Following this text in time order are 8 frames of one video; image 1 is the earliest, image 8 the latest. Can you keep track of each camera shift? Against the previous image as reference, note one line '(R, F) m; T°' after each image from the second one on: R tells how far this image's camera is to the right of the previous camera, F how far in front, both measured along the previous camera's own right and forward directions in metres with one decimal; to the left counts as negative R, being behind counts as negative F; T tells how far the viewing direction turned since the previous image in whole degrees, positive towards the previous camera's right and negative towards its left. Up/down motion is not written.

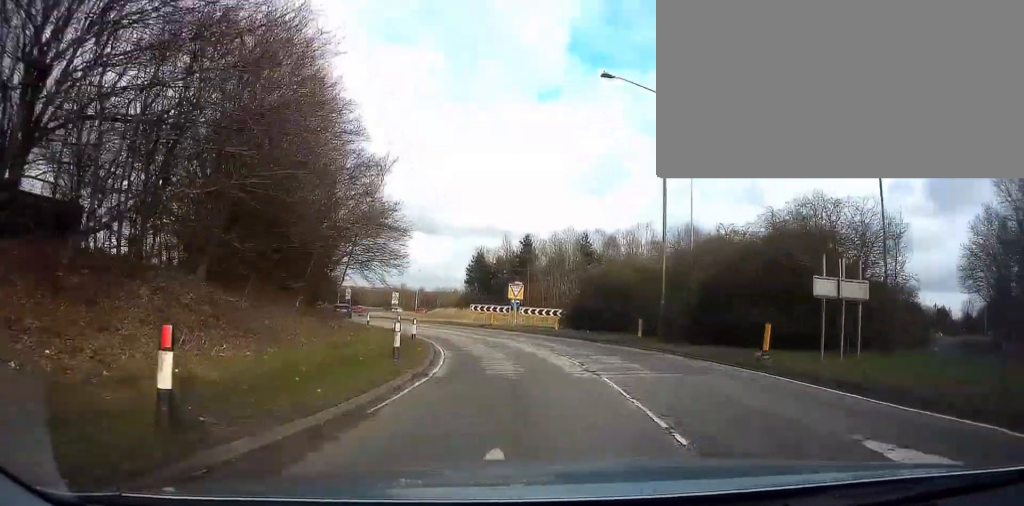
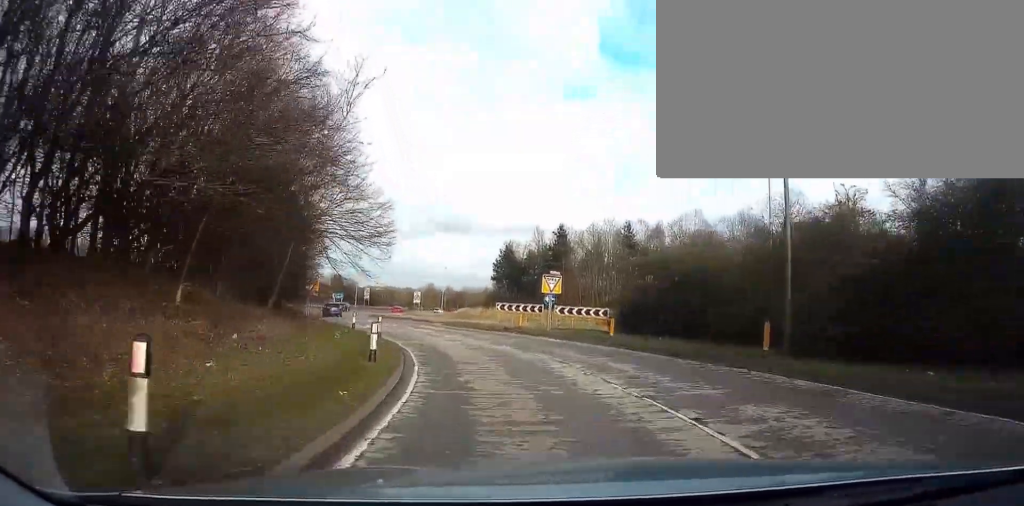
(-0.3, +10.0) m; -2°
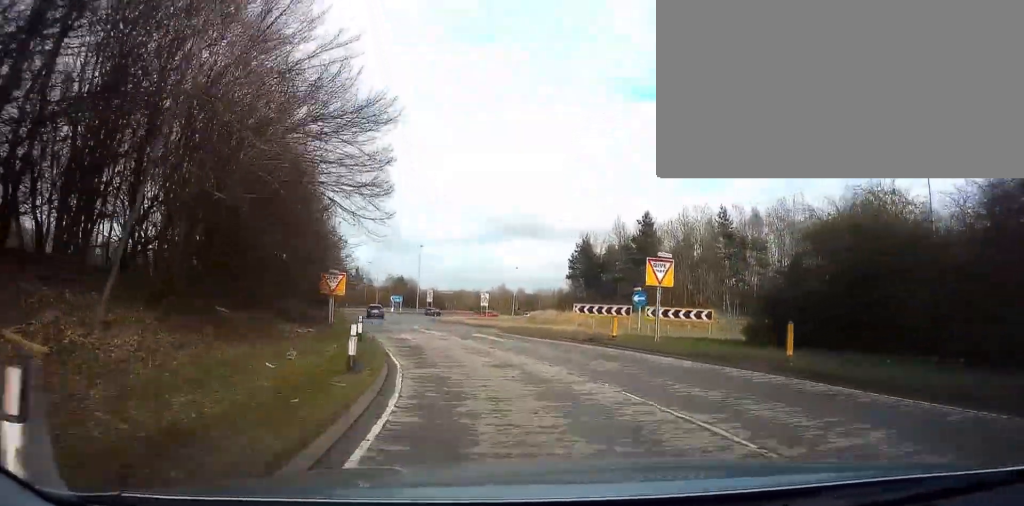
(0.0, +10.3) m; -4°
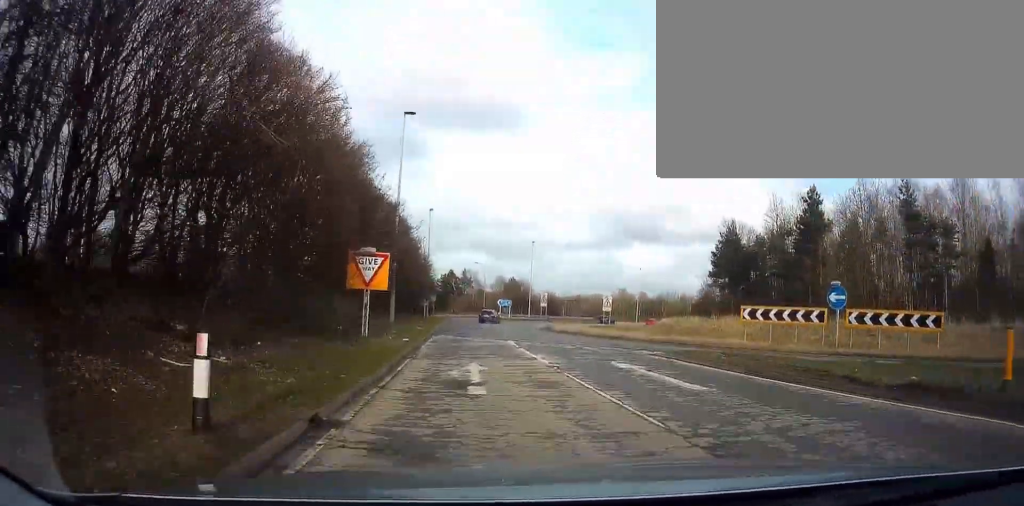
(-1.2, +14.8) m; -6°
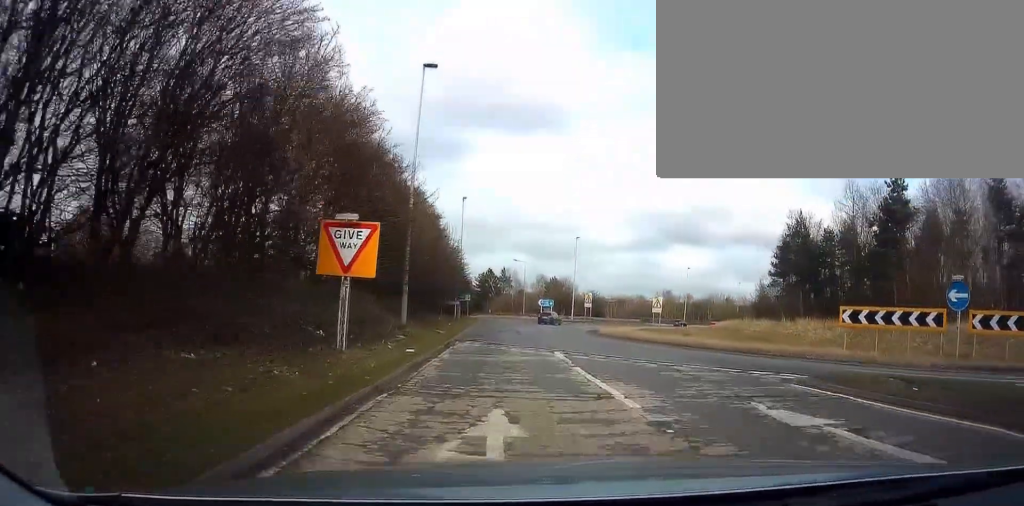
(0.0, +7.3) m; -2°
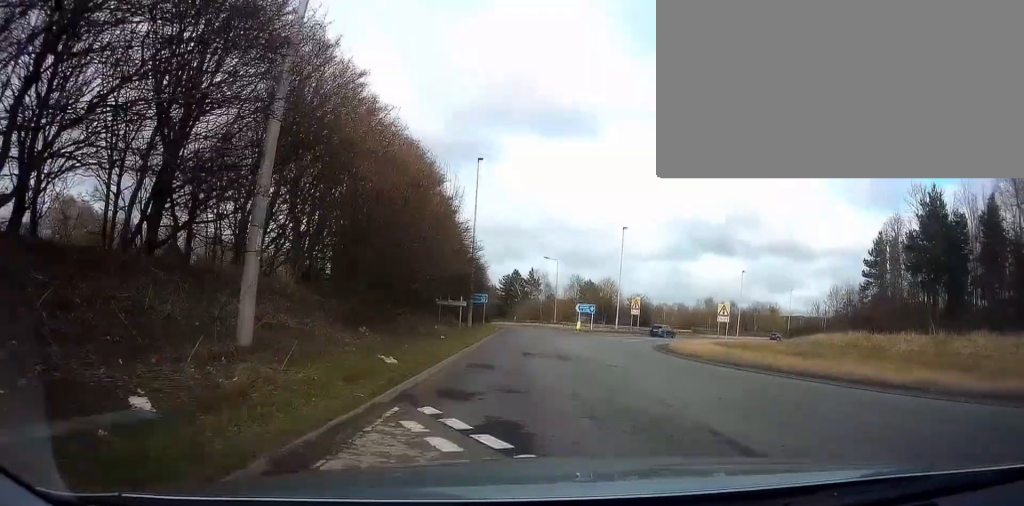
(-0.6, +16.5) m; -4°
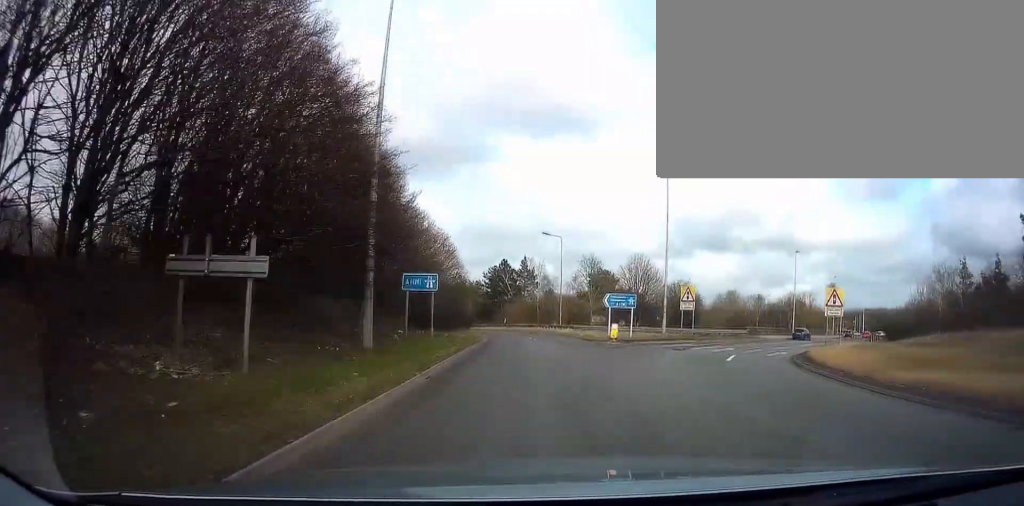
(-0.5, +23.6) m; -2°
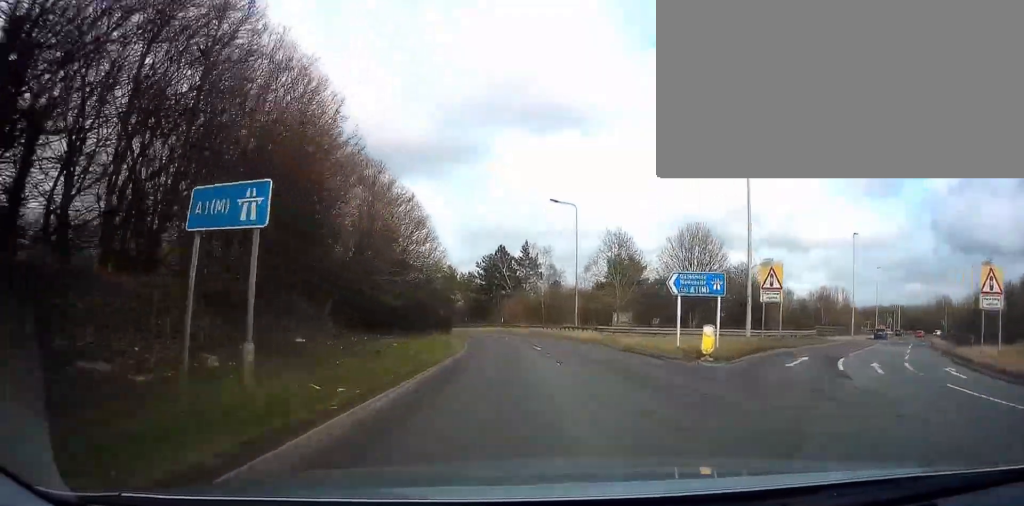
(0.0, +14.6) m; -1°
